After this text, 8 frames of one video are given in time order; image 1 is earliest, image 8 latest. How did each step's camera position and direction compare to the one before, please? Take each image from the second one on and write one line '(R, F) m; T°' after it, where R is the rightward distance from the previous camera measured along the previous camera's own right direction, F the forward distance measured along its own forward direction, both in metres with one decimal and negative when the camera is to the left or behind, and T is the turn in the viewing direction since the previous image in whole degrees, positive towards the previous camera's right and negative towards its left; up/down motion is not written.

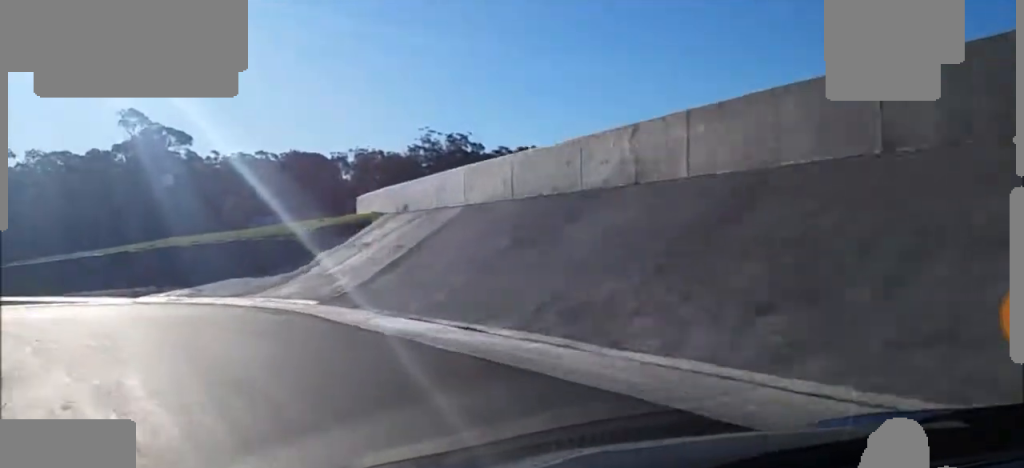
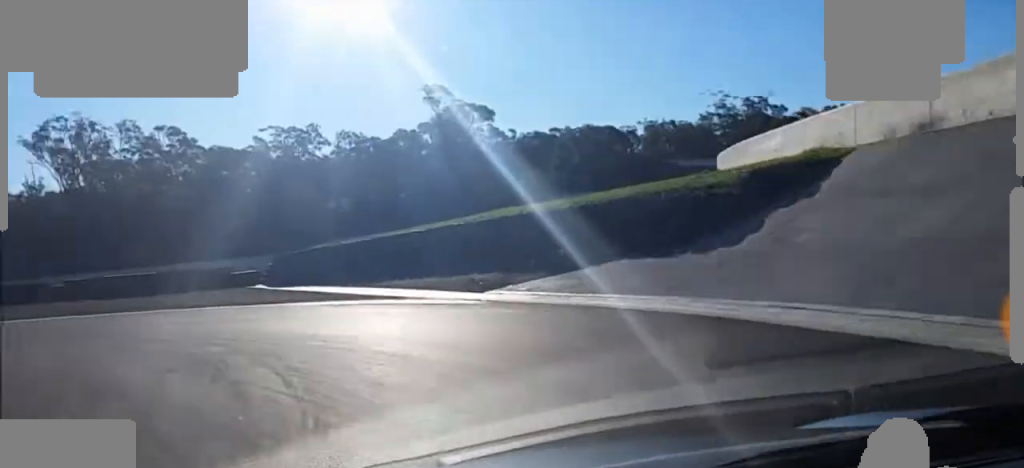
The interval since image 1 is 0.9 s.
(+2.7, +21.1) m; +4°
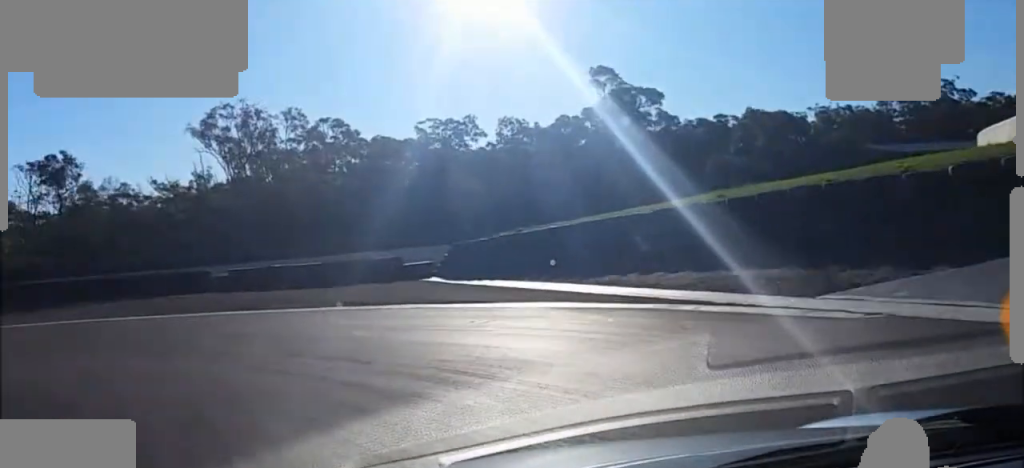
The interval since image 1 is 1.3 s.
(+0.3, +10.1) m; -6°
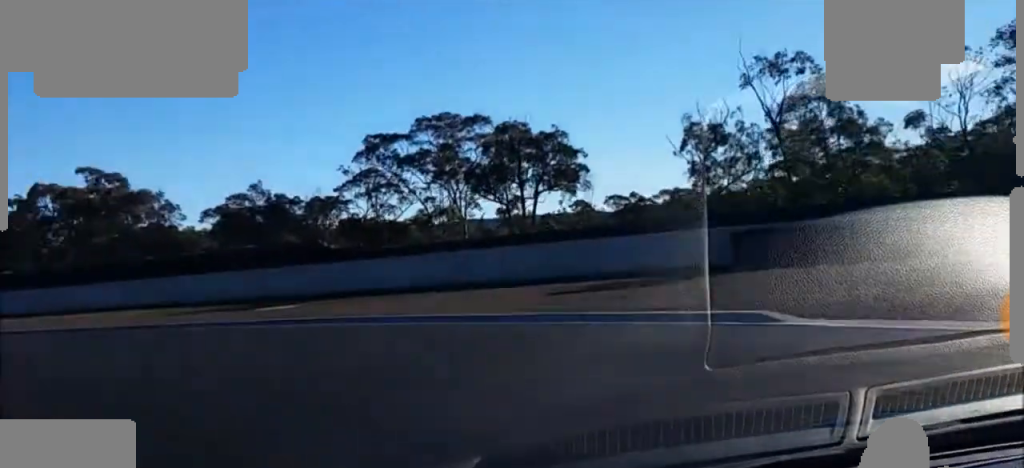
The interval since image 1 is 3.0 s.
(-10.4, +27.0) m; -66°
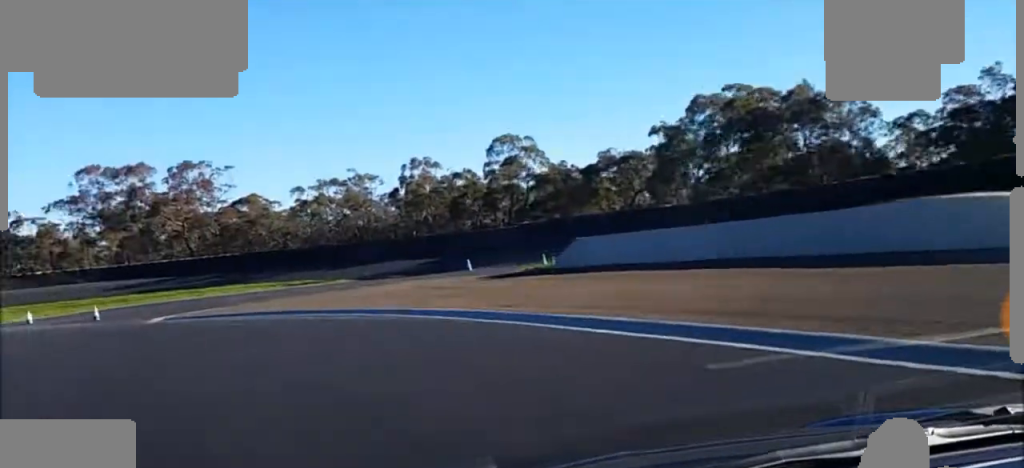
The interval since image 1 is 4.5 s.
(-18.2, +20.2) m; -54°
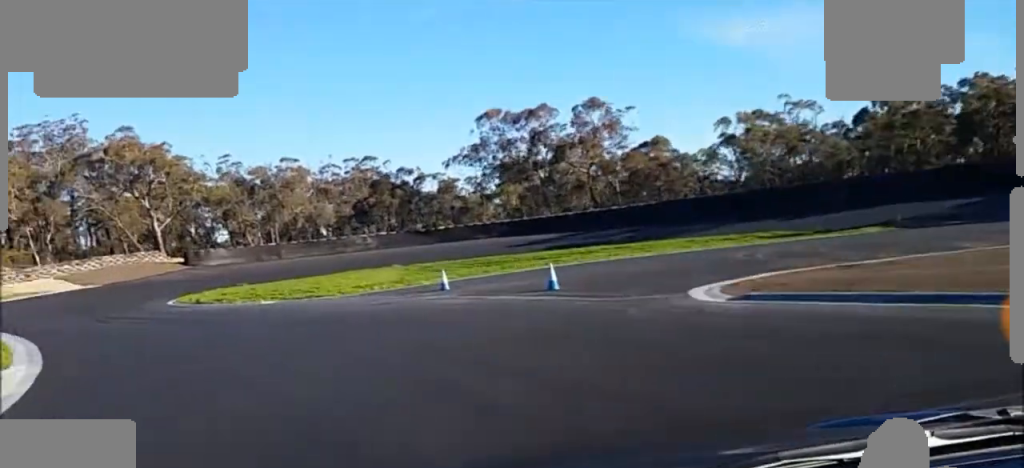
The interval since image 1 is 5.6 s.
(-1.3, +25.9) m; -14°
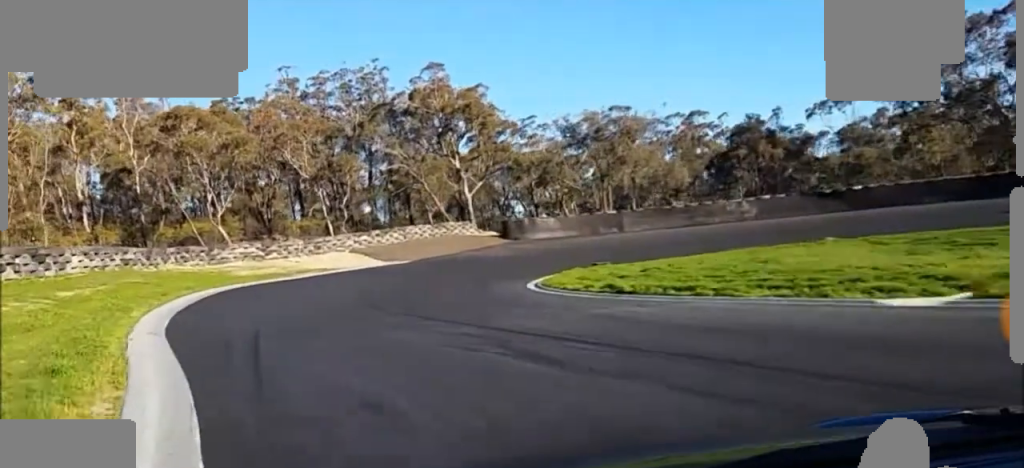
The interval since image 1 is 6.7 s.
(-5.6, +26.3) m; -16°
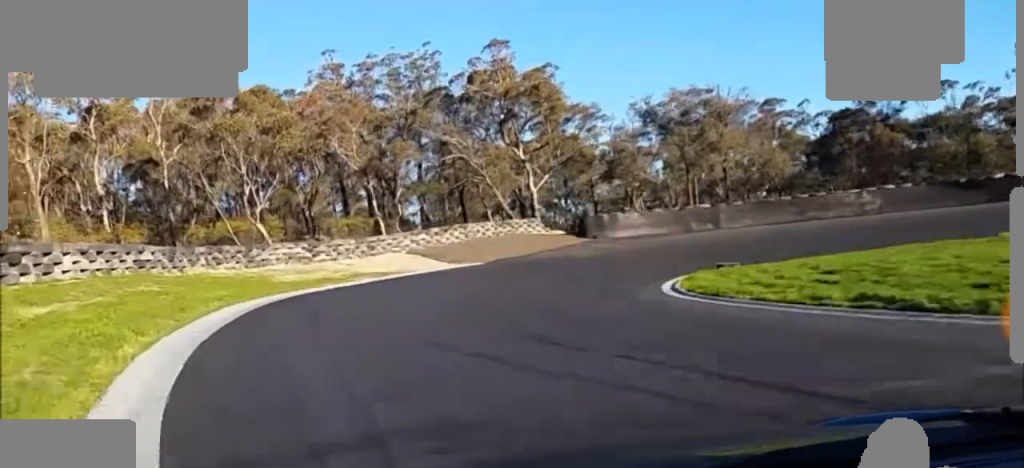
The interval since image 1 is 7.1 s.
(-0.4, +8.5) m; -1°
